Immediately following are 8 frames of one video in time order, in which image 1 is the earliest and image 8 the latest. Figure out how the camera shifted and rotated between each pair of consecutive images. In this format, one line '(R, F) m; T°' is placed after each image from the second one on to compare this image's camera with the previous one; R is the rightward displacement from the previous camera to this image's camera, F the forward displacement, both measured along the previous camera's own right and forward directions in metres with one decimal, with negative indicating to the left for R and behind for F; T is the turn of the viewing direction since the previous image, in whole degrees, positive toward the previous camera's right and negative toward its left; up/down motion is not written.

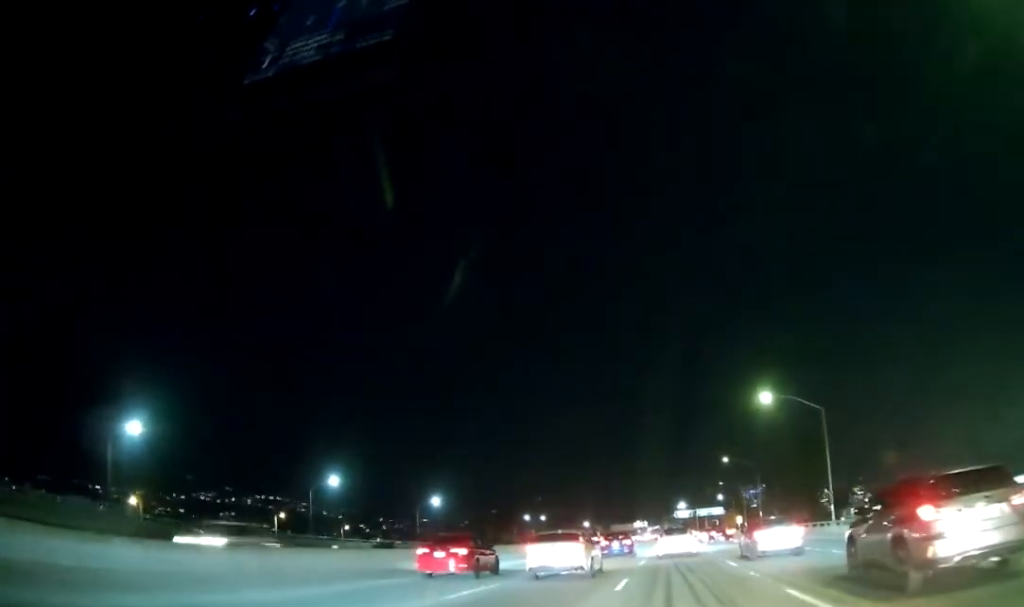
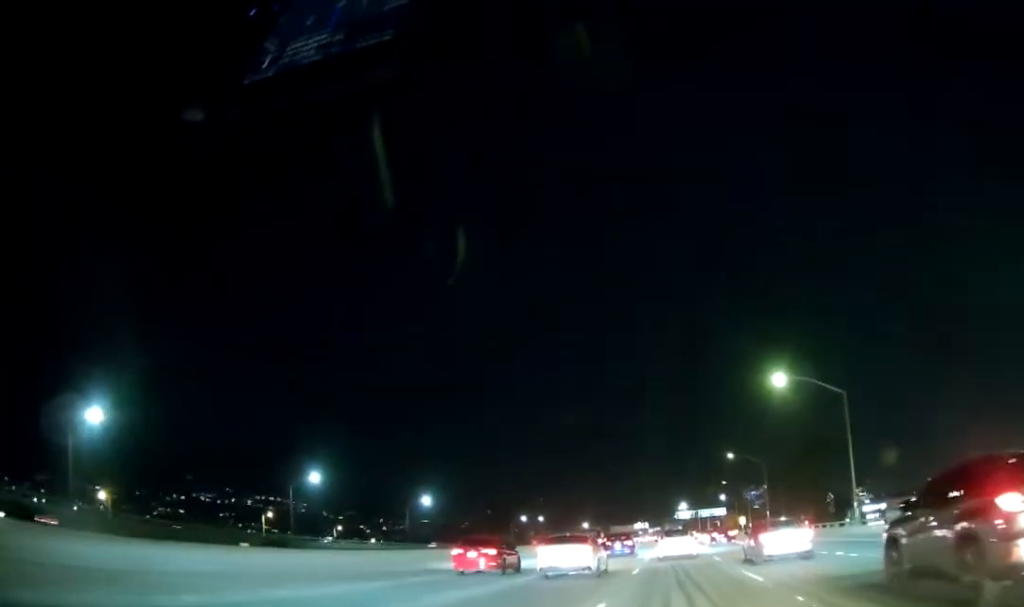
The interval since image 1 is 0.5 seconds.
(0.0, +6.7) m; 0°
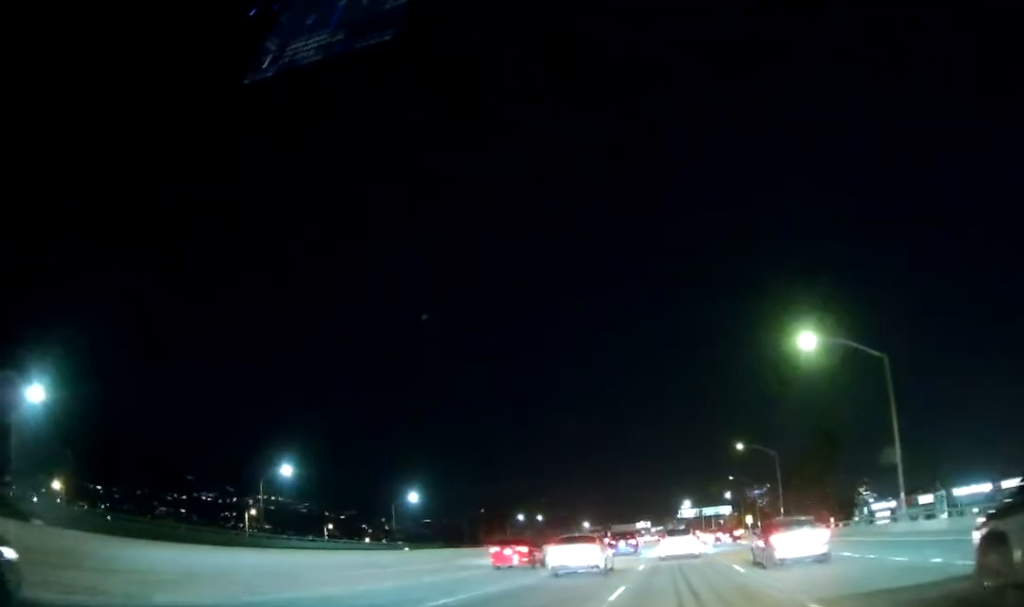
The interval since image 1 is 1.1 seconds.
(-0.1, +8.8) m; 0°
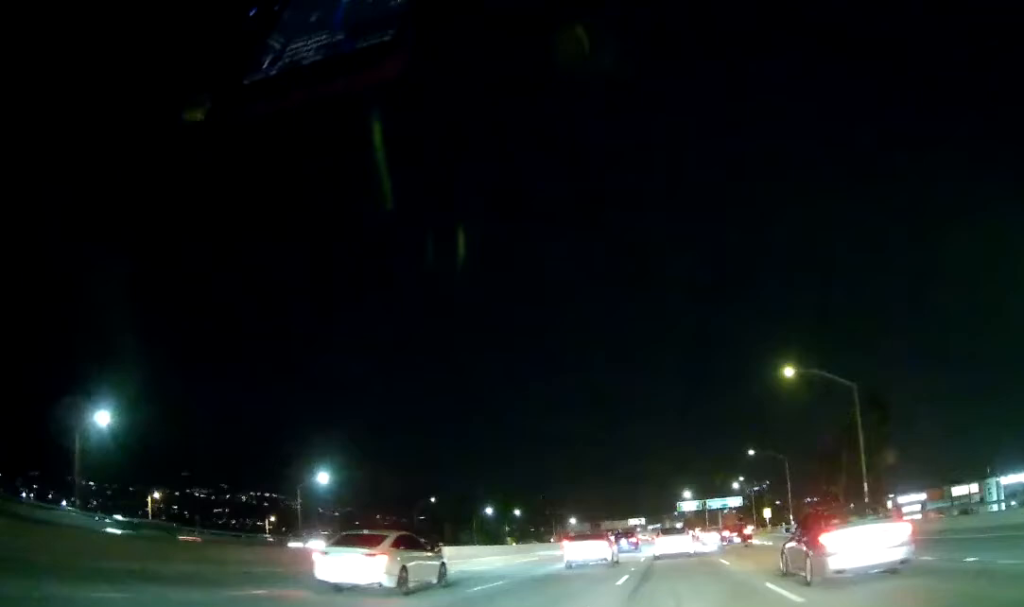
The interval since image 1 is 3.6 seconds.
(-0.5, +37.5) m; -1°
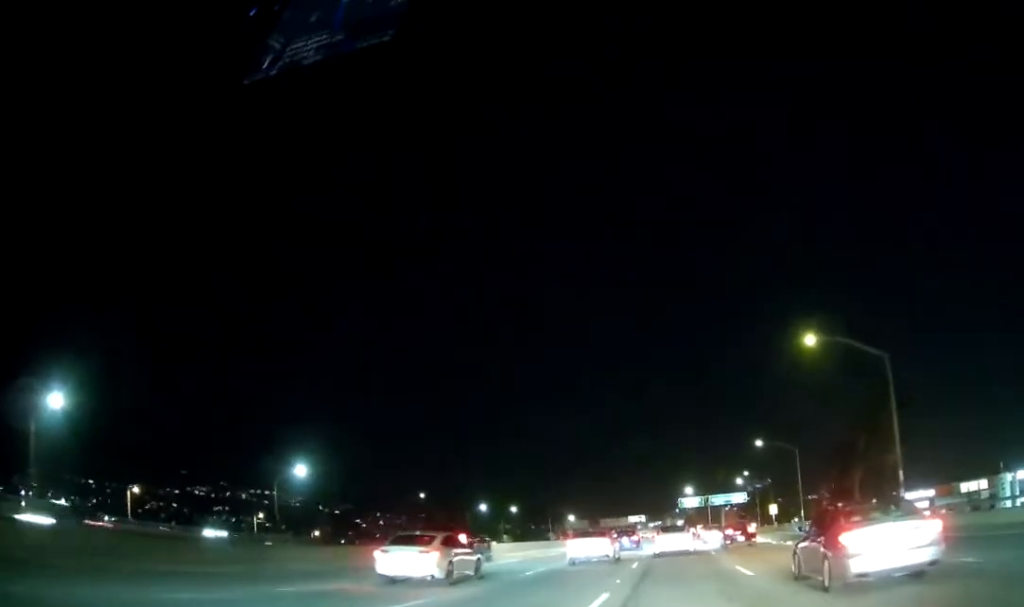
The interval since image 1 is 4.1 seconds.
(+0.1, +7.6) m; 0°
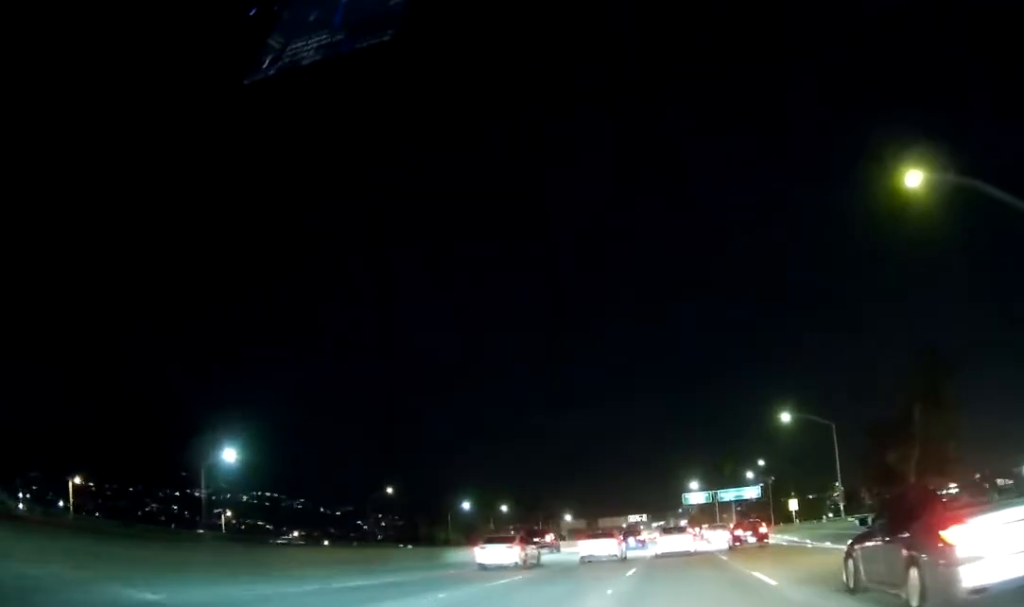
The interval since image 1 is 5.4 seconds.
(0.0, +18.8) m; 0°
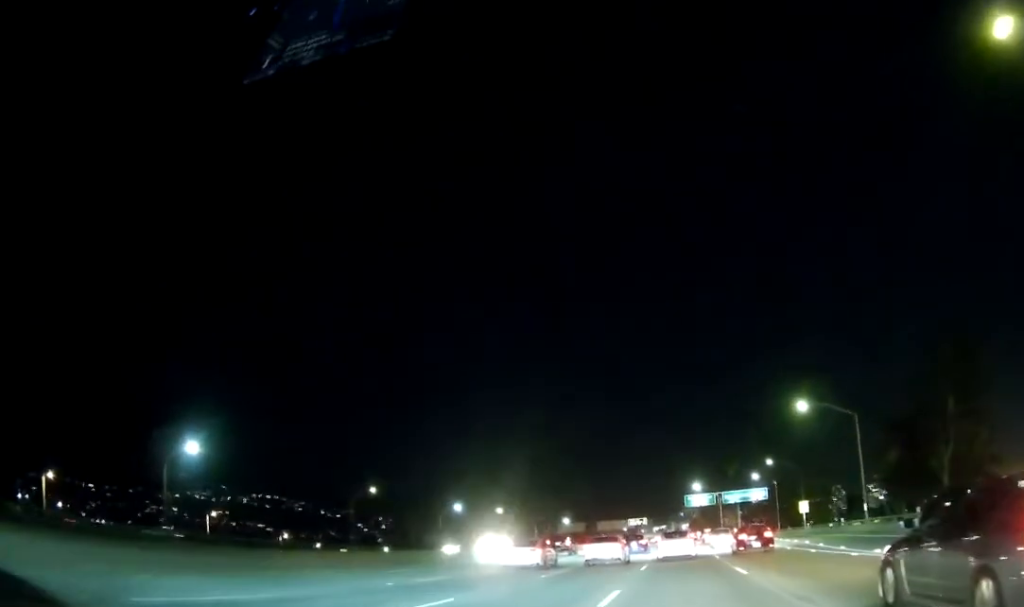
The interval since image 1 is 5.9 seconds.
(0.0, +8.0) m; 0°
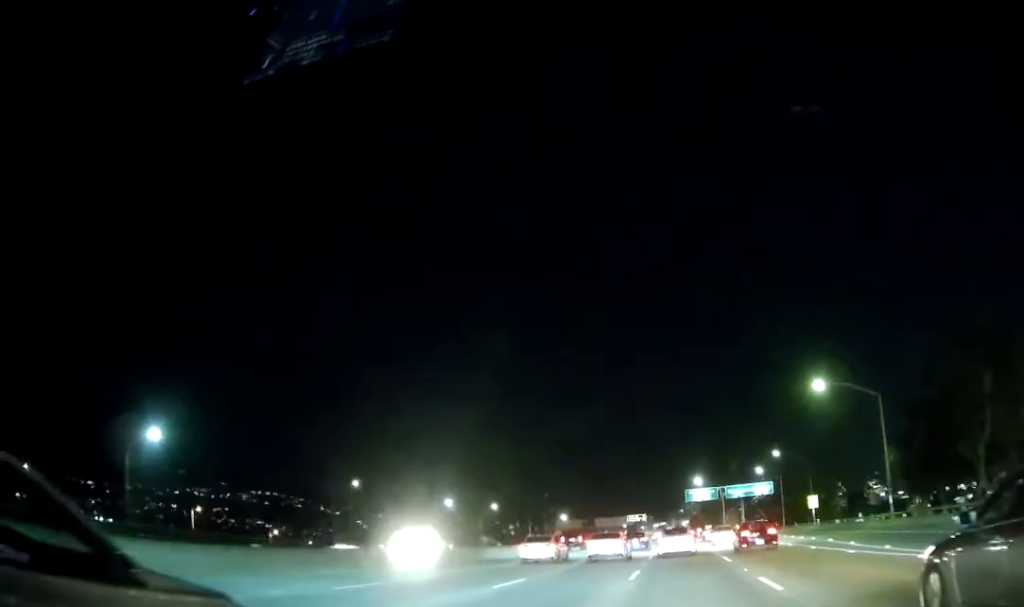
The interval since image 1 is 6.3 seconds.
(0.0, +6.6) m; 0°
